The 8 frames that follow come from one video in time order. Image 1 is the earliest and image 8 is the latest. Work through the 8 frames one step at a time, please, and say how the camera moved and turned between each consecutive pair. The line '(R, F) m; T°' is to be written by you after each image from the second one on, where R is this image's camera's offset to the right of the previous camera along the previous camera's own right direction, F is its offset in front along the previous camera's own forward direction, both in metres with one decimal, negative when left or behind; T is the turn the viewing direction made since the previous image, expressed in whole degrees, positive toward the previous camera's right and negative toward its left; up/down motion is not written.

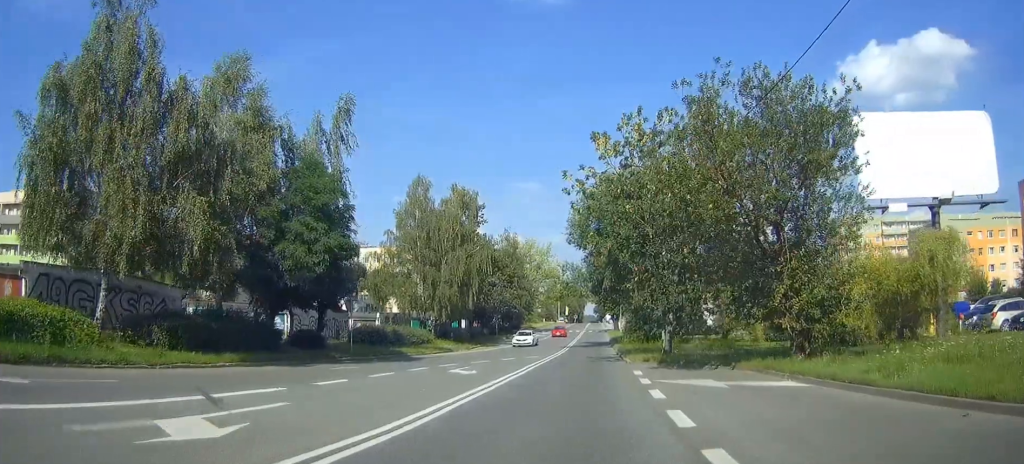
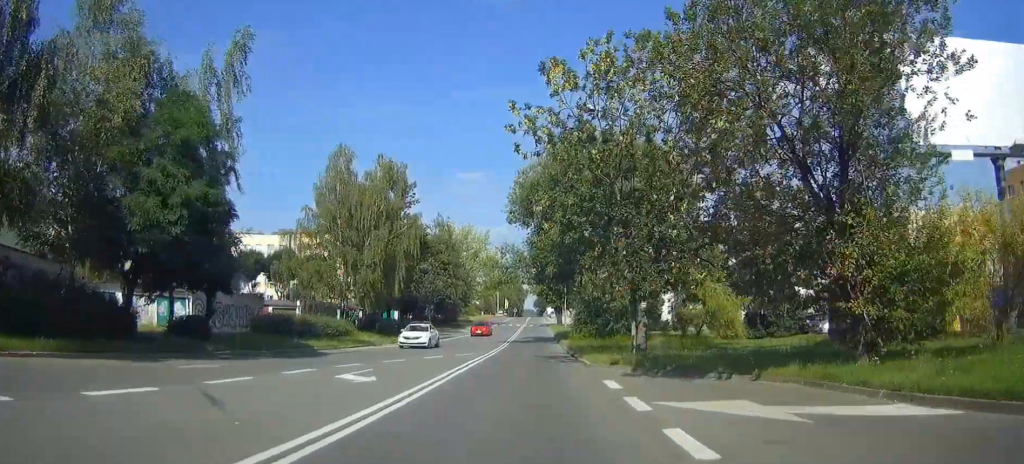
(+1.2, +7.3) m; +9°
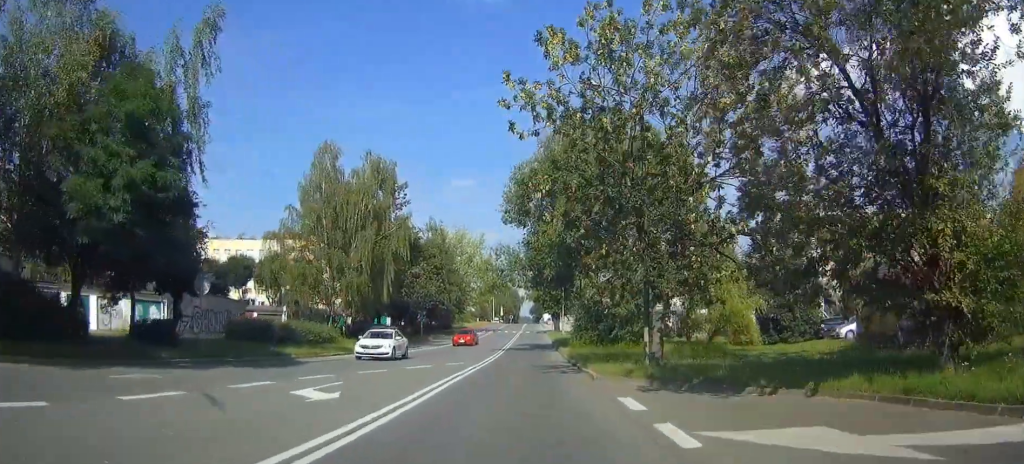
(0.0, +3.1) m; 0°
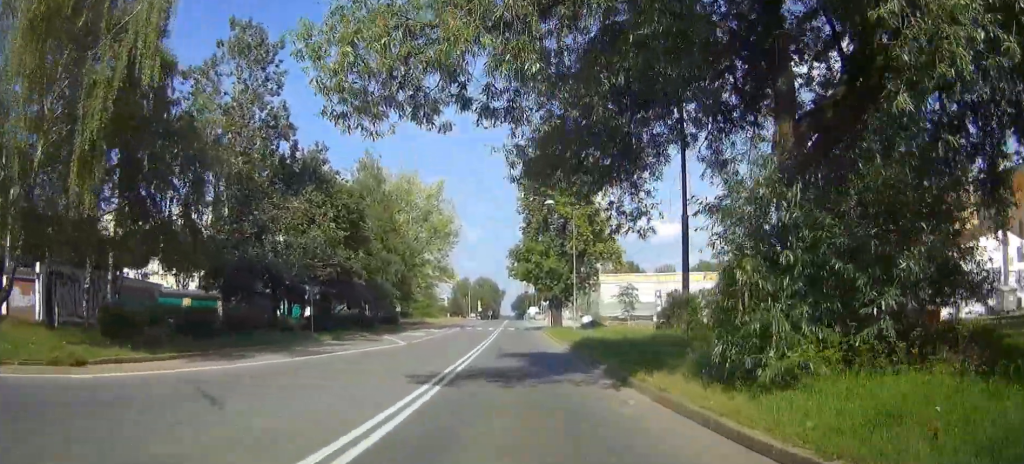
(+0.6, +30.6) m; +3°
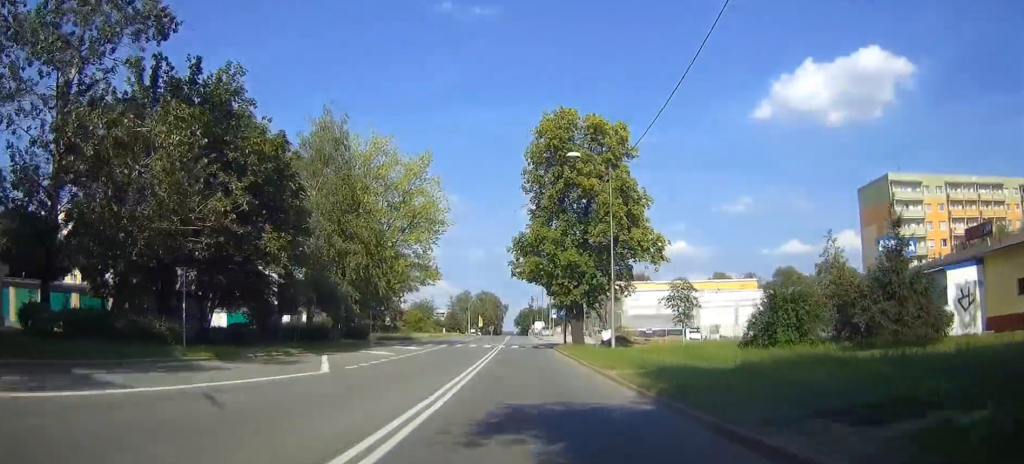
(0.0, +14.7) m; 0°
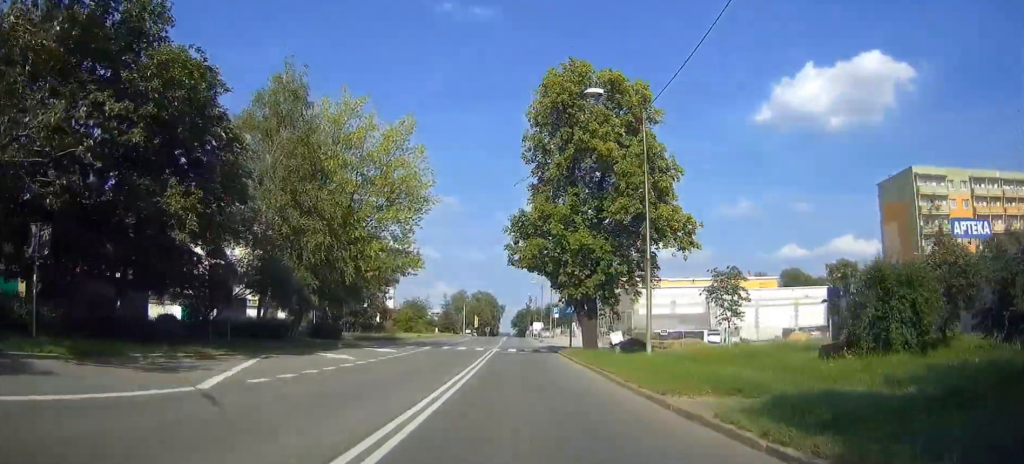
(0.0, +7.8) m; 0°
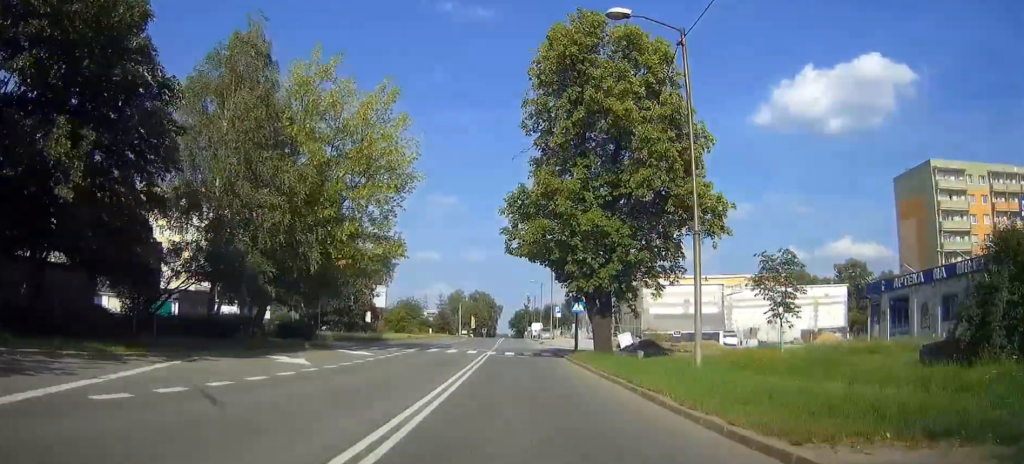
(0.0, +5.6) m; 0°
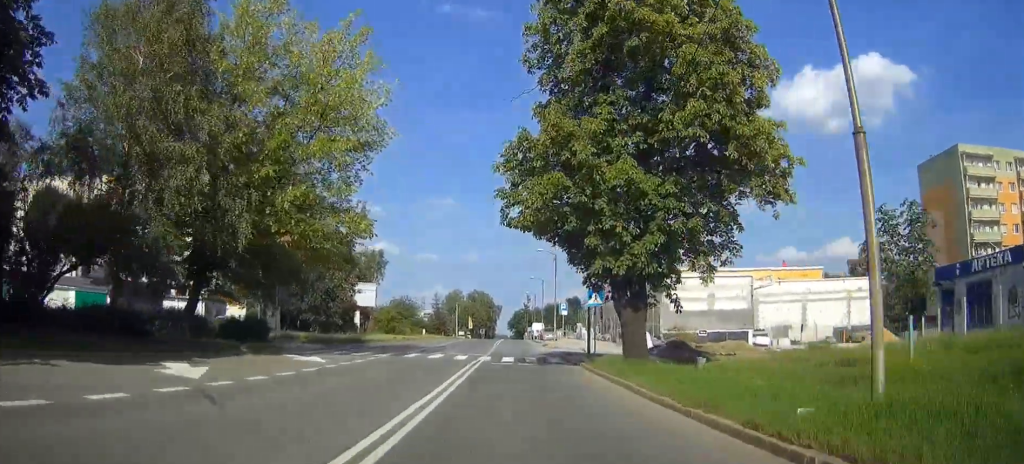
(0.0, +7.4) m; 0°
